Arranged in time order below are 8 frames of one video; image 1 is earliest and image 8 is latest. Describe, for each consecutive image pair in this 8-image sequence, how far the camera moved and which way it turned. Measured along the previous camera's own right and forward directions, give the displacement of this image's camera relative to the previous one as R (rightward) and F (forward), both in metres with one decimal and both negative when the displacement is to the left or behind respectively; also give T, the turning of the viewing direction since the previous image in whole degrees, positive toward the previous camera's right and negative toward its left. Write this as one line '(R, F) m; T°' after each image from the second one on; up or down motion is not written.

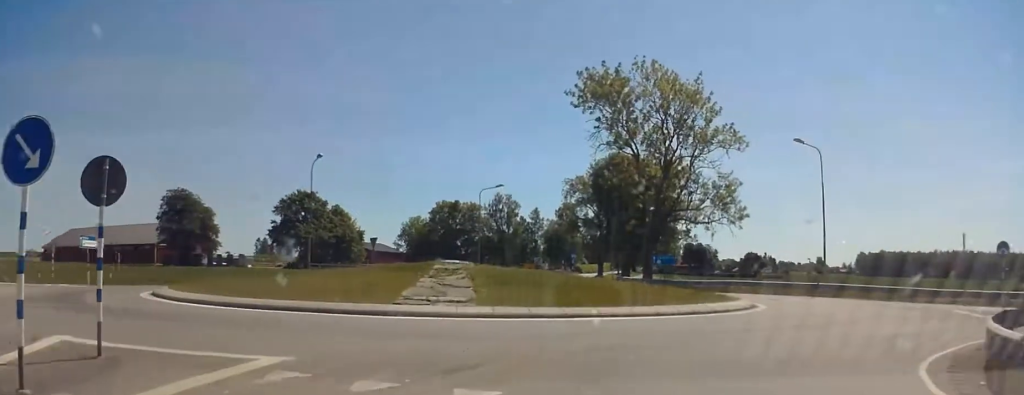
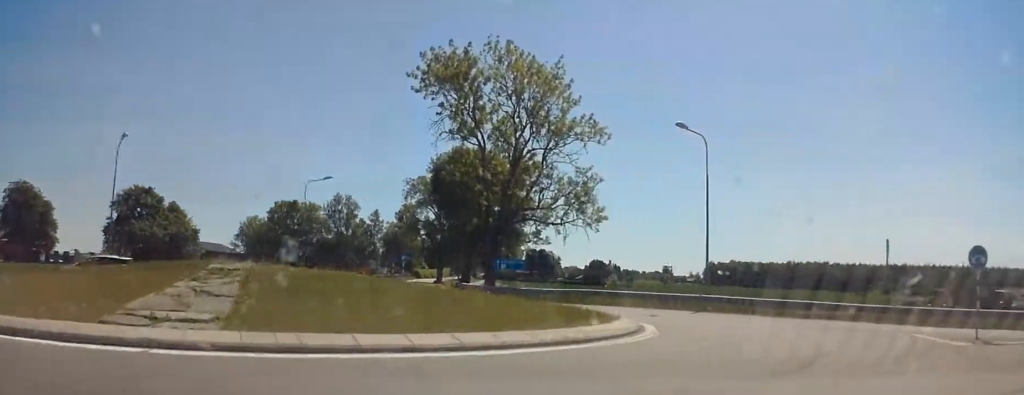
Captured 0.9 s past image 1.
(+0.1, +6.5) m; +8°
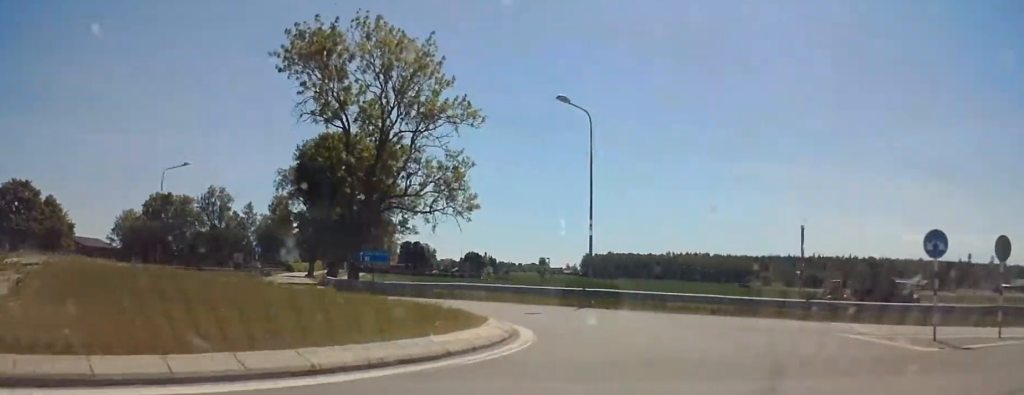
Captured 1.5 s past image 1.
(-0.1, +3.5) m; +14°
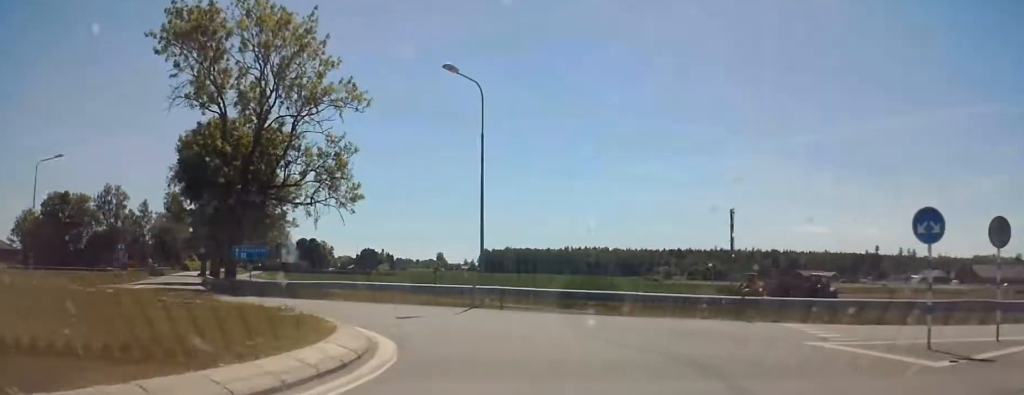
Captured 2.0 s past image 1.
(+0.5, +3.4) m; +14°
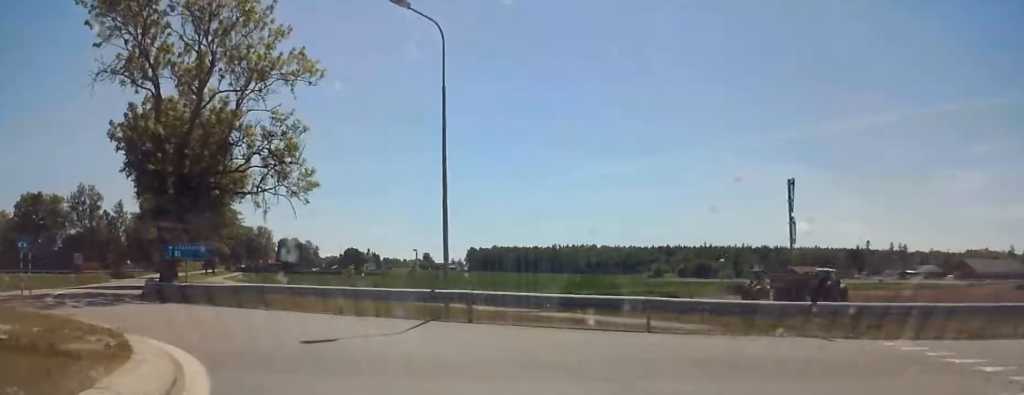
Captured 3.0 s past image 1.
(+1.7, +6.1) m; +11°
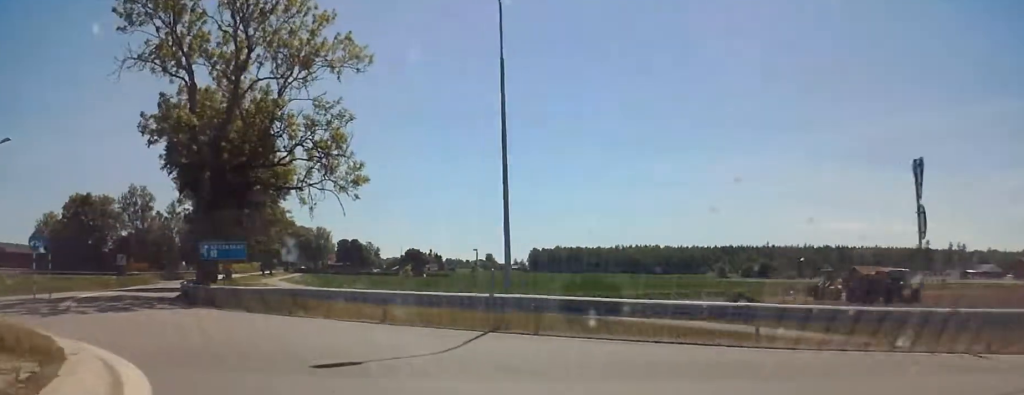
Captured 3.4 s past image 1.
(+0.4, +2.7) m; -10°
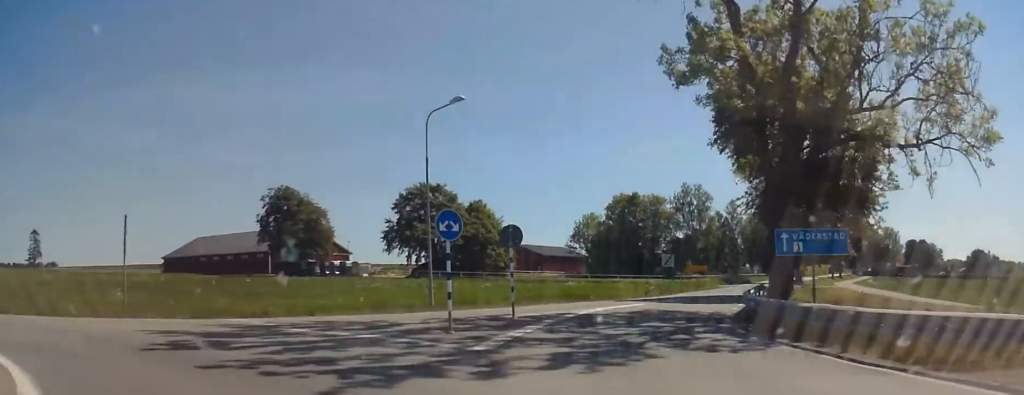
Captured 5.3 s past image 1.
(-5.2, +8.2) m; -61°
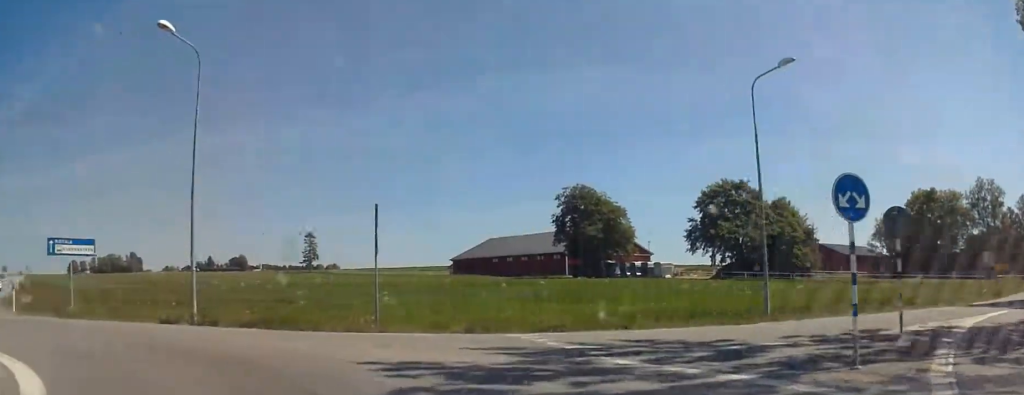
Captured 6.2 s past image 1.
(-0.9, +4.2) m; -16°
